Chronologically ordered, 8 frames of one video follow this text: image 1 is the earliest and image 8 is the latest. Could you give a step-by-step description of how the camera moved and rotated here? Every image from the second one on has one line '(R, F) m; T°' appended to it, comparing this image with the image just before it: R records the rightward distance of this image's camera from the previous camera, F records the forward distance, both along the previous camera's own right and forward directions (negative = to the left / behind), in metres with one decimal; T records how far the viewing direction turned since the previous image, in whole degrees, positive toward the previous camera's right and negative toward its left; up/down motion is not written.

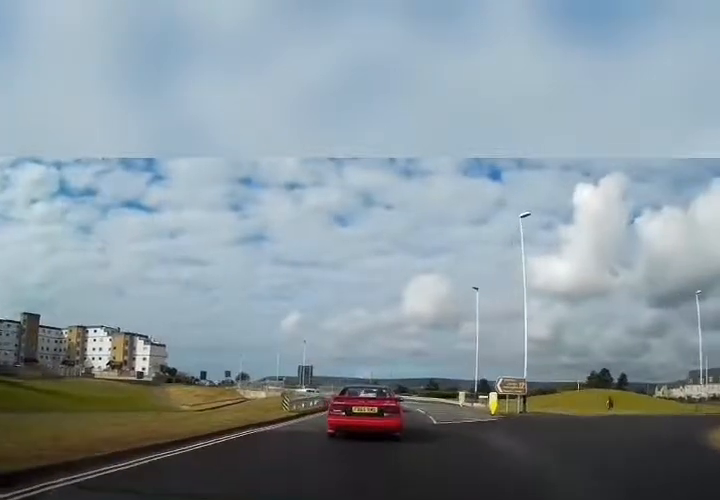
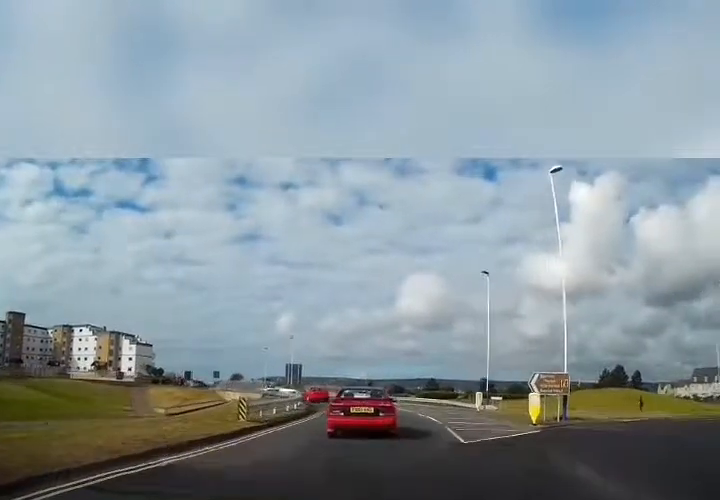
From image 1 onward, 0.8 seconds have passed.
(+0.2, +5.6) m; 0°
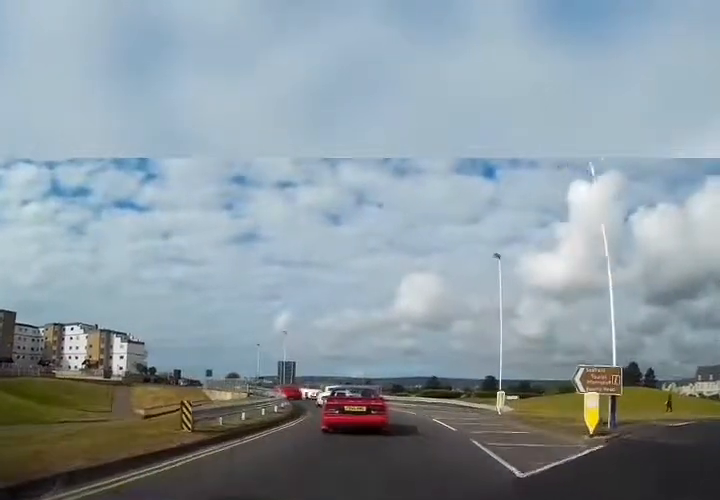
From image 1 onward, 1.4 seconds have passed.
(0.0, +4.1) m; -1°
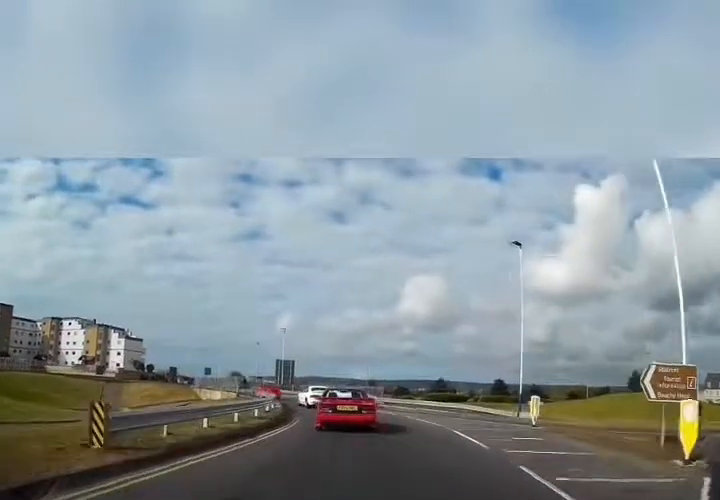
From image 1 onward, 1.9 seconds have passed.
(0.0, +3.6) m; -2°
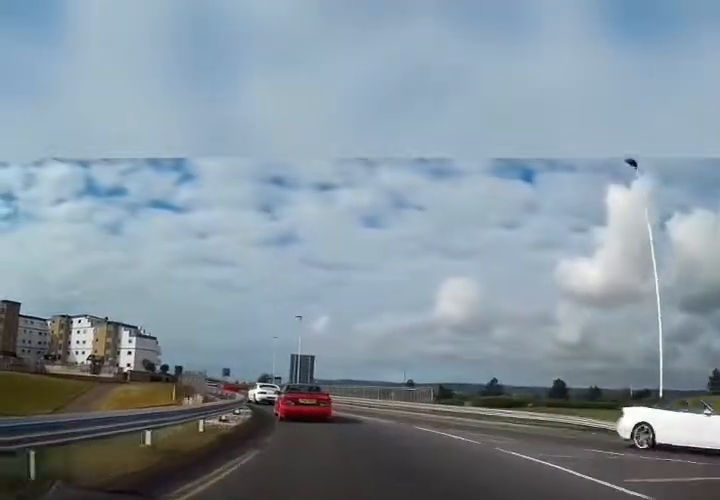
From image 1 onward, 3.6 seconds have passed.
(0.0, +11.4) m; -2°
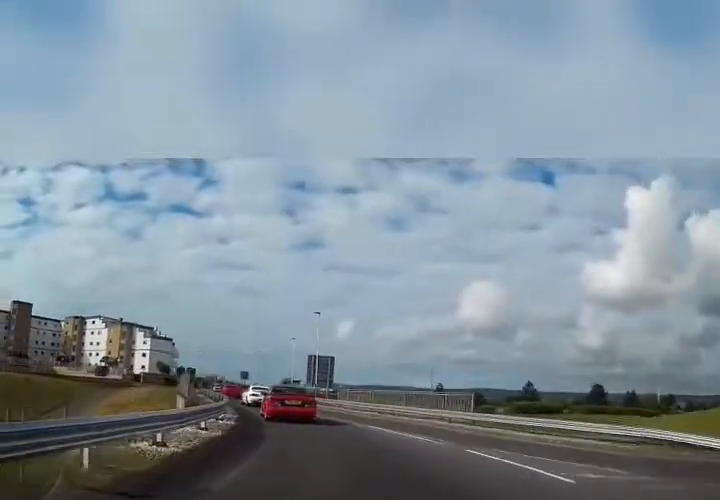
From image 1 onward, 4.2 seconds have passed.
(0.0, +4.3) m; -4°
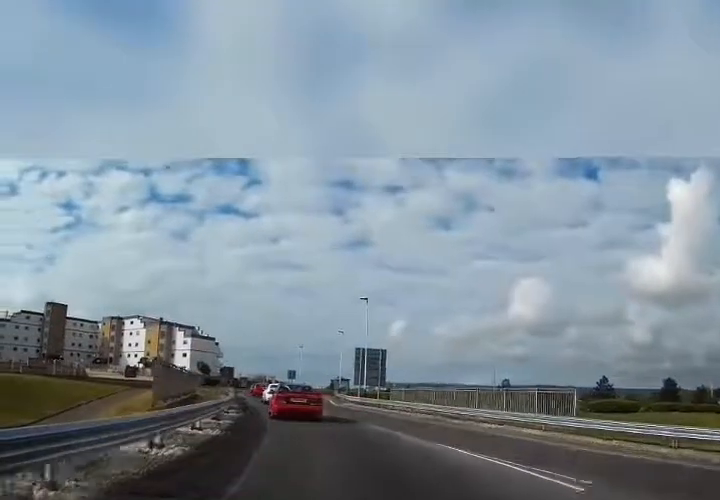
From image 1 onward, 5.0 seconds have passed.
(-0.4, +5.7) m; -8°
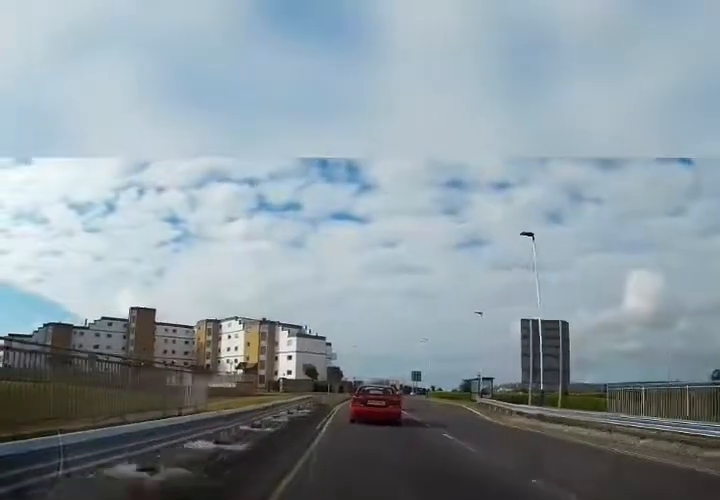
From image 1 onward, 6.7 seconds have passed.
(-2.2, +14.2) m; -13°
